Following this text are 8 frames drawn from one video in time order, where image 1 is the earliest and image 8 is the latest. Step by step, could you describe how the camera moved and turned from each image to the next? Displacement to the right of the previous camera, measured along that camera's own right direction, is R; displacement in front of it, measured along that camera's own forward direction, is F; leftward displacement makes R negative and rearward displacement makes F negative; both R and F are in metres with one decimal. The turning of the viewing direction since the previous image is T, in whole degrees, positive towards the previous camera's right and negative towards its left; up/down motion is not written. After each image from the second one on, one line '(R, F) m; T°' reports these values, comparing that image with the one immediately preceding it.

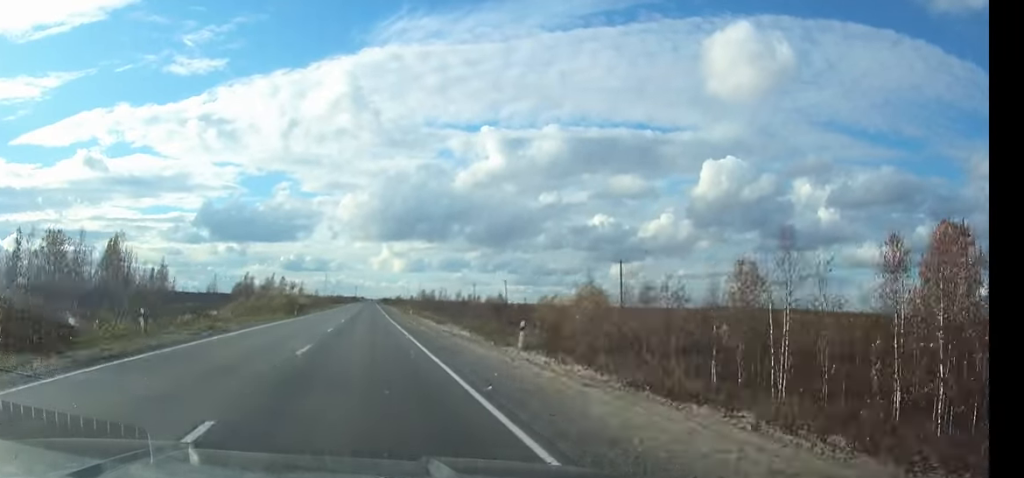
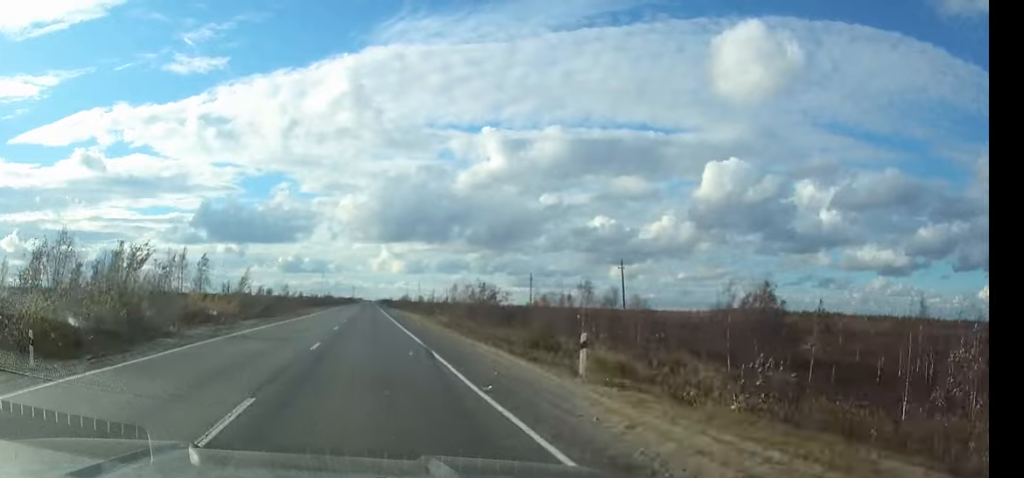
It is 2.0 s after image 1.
(+0.1, +58.7) m; 0°
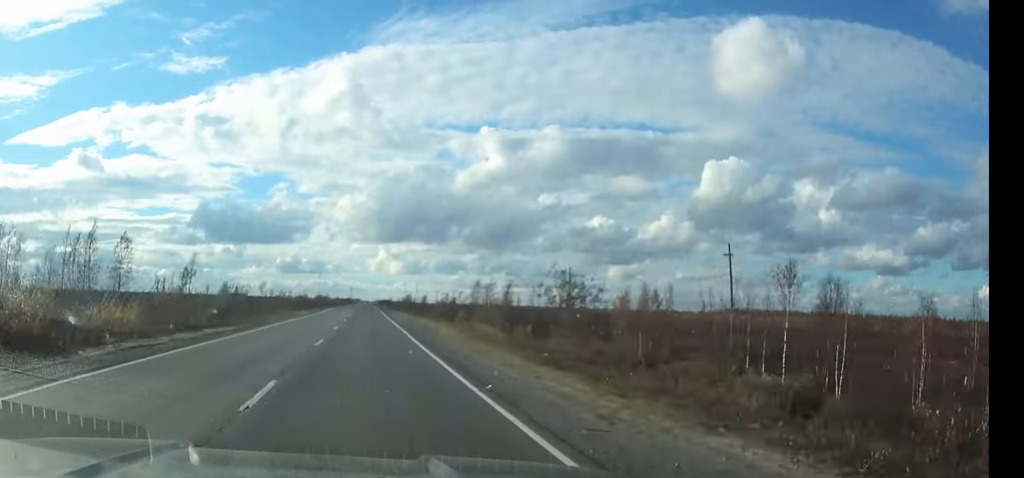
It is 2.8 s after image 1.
(0.0, +20.9) m; 0°
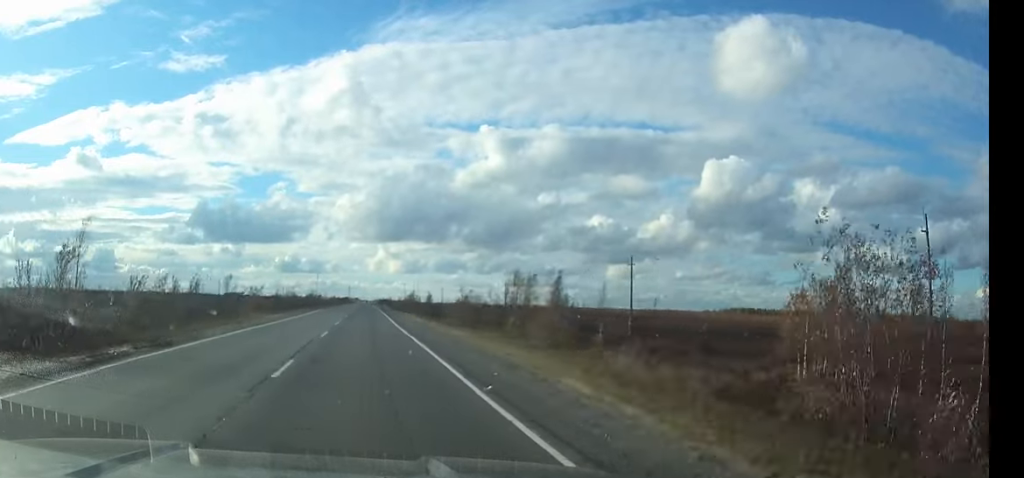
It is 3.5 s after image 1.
(0.0, +20.9) m; 0°
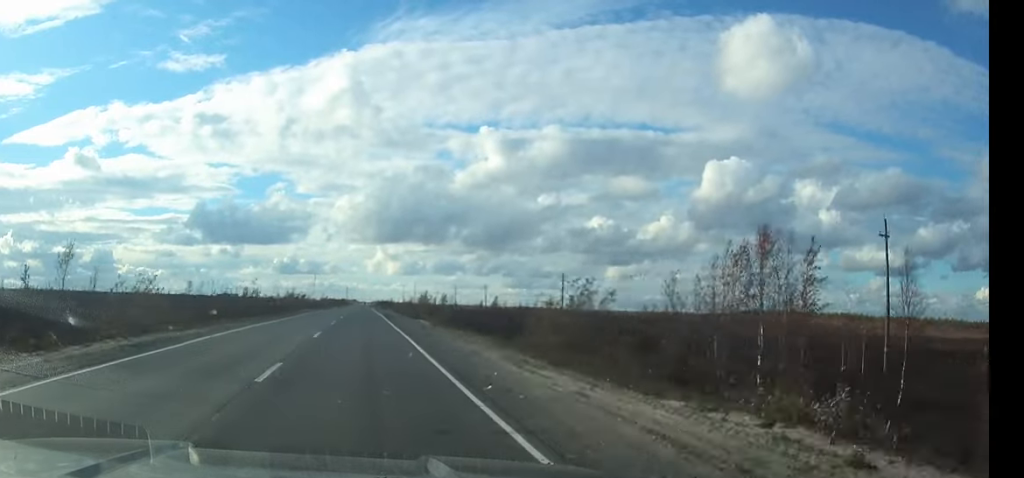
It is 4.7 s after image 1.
(0.0, +35.9) m; 0°
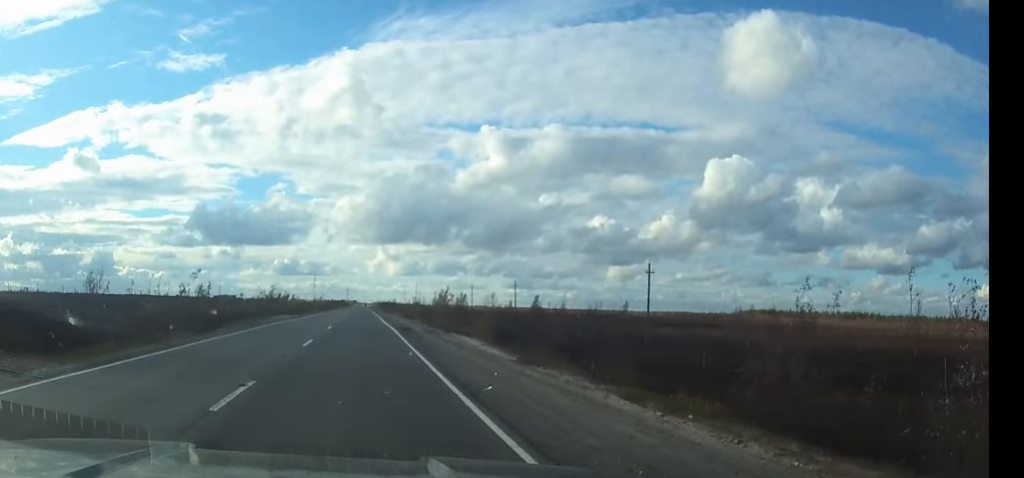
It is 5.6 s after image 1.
(0.0, +26.3) m; 0°
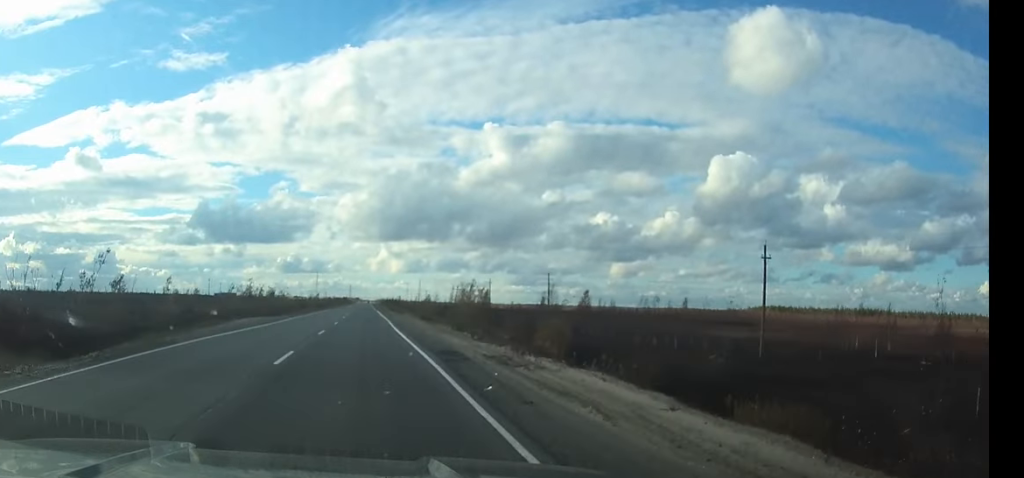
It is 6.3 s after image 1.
(0.0, +17.6) m; 0°
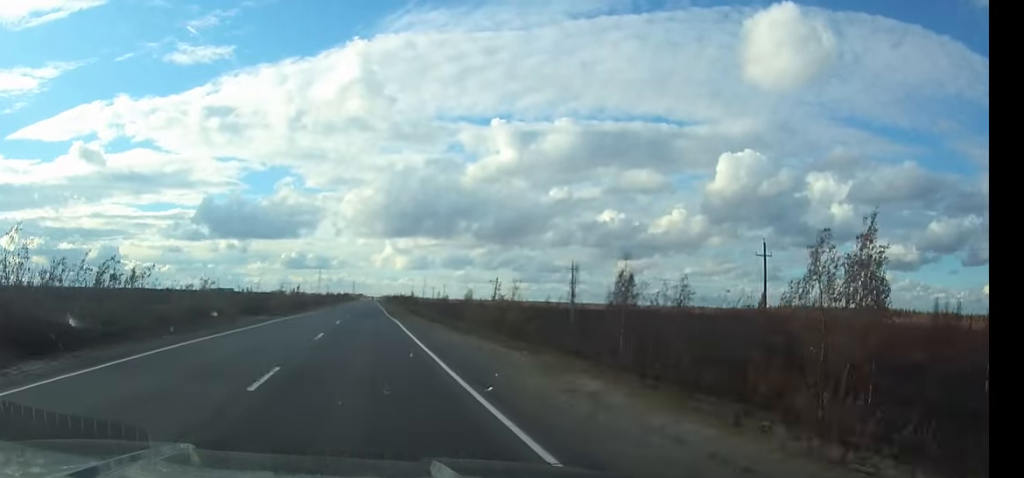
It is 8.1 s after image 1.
(-0.2, +48.7) m; 0°
